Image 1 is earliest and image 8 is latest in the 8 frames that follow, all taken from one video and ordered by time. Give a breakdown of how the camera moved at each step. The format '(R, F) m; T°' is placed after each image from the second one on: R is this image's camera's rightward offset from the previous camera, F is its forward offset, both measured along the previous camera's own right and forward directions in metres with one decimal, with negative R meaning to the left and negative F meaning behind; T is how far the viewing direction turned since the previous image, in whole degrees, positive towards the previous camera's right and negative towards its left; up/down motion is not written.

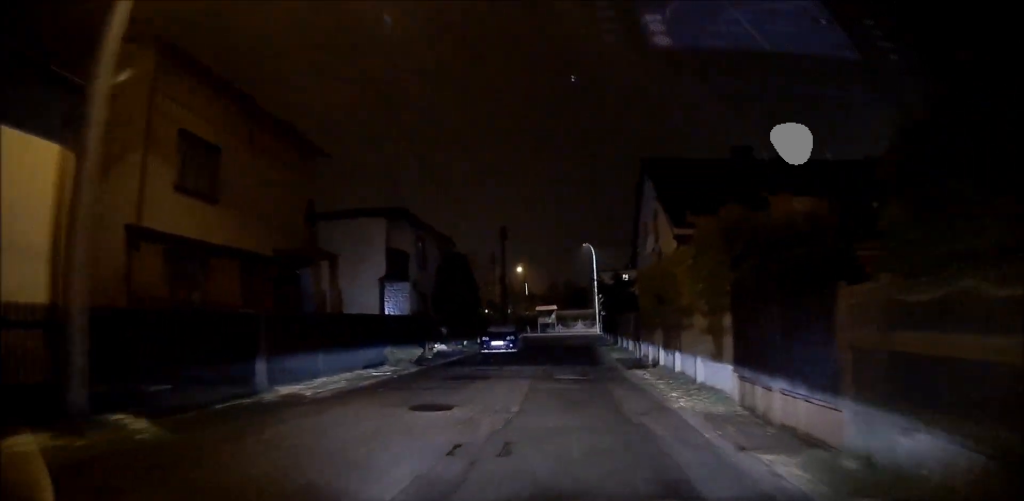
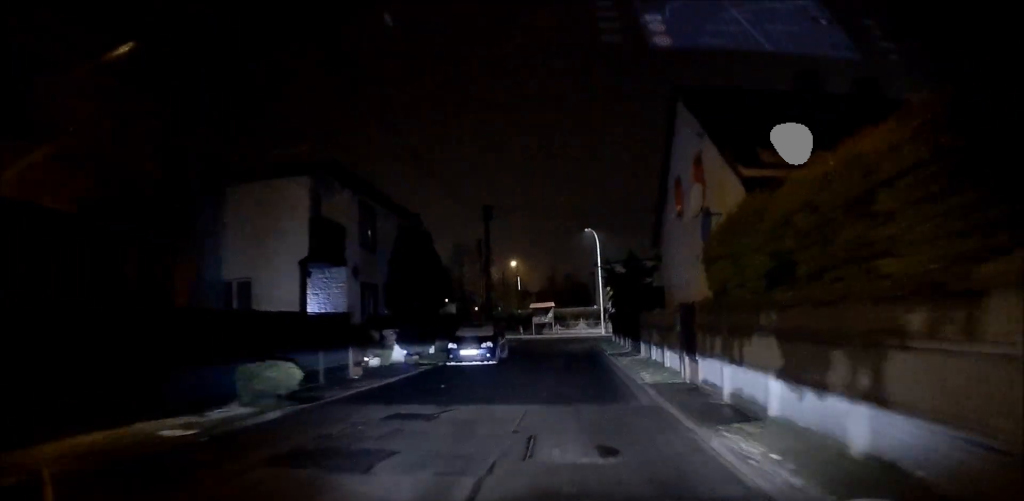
(-0.2, +8.7) m; 0°
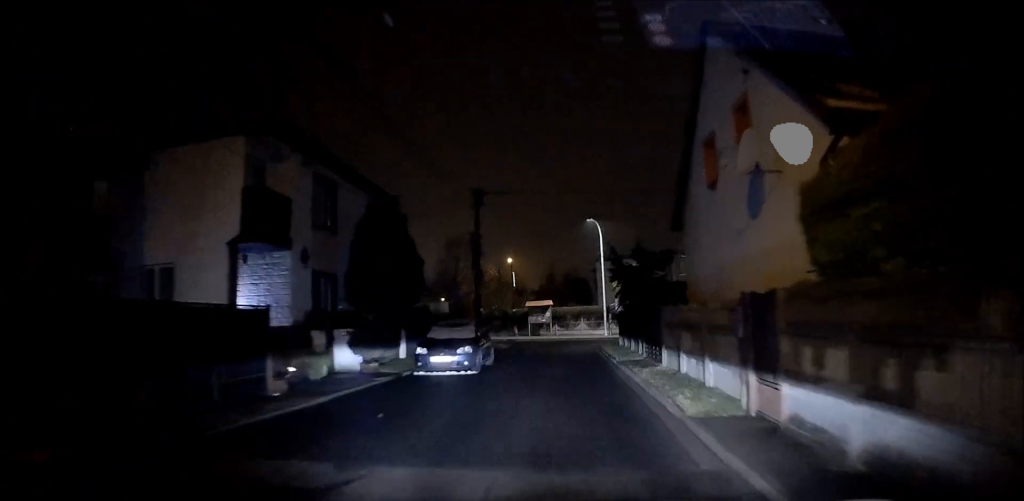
(0.0, +4.6) m; +1°
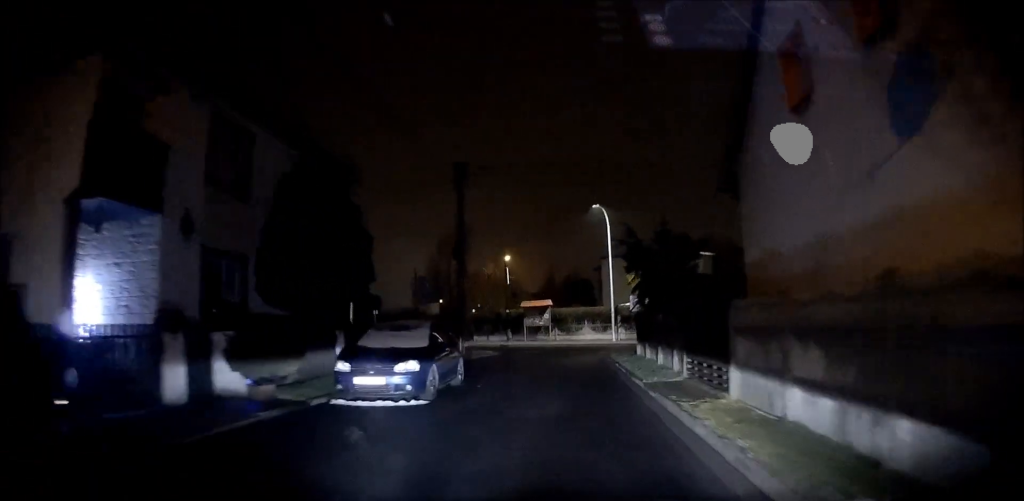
(+0.4, +6.6) m; +1°
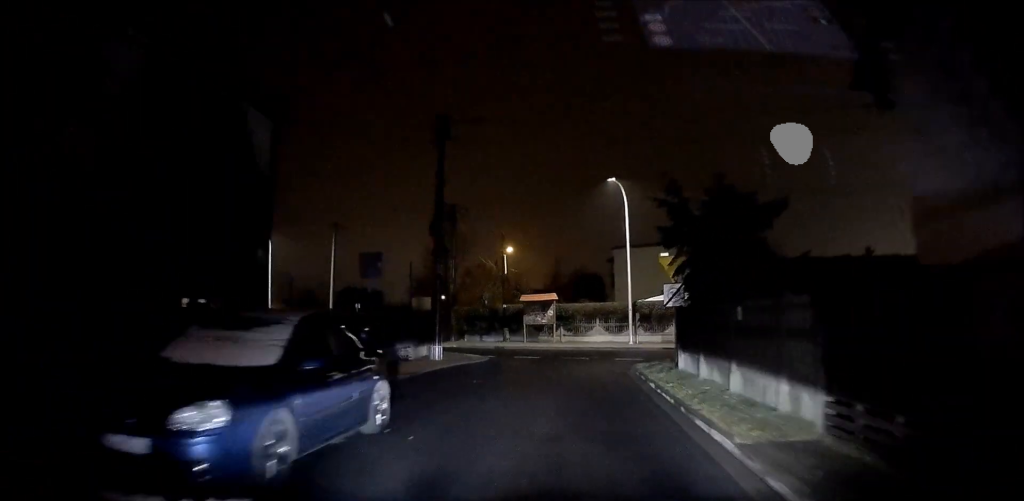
(-0.3, +7.1) m; -2°
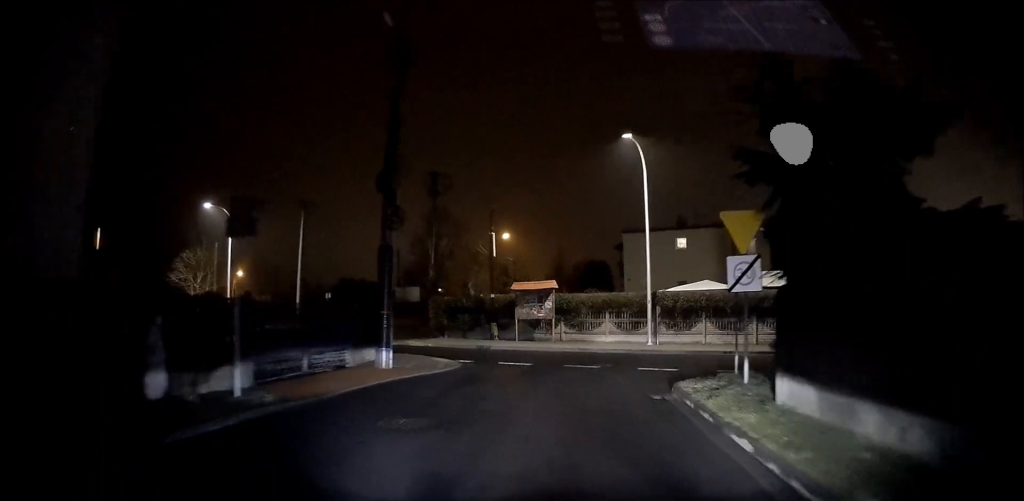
(+0.1, +6.9) m; +1°
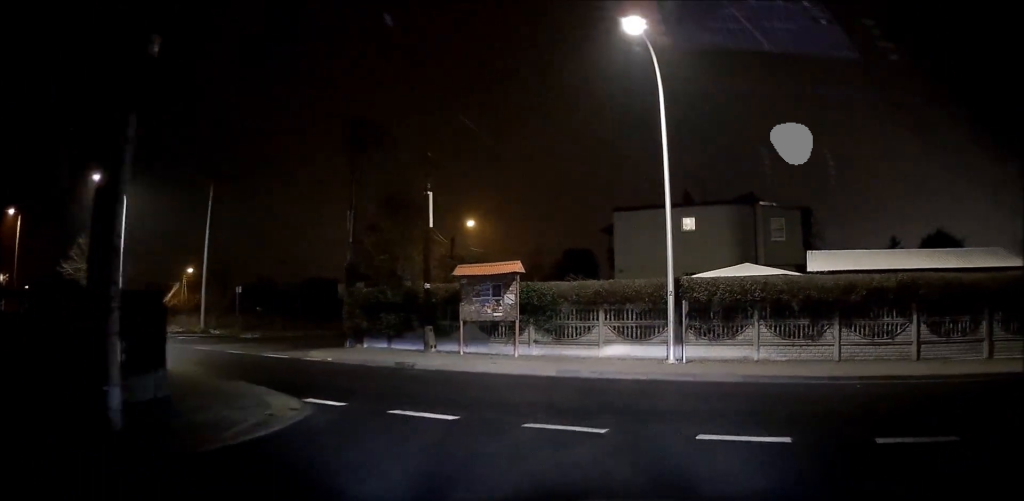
(-0.5, +11.0) m; -3°
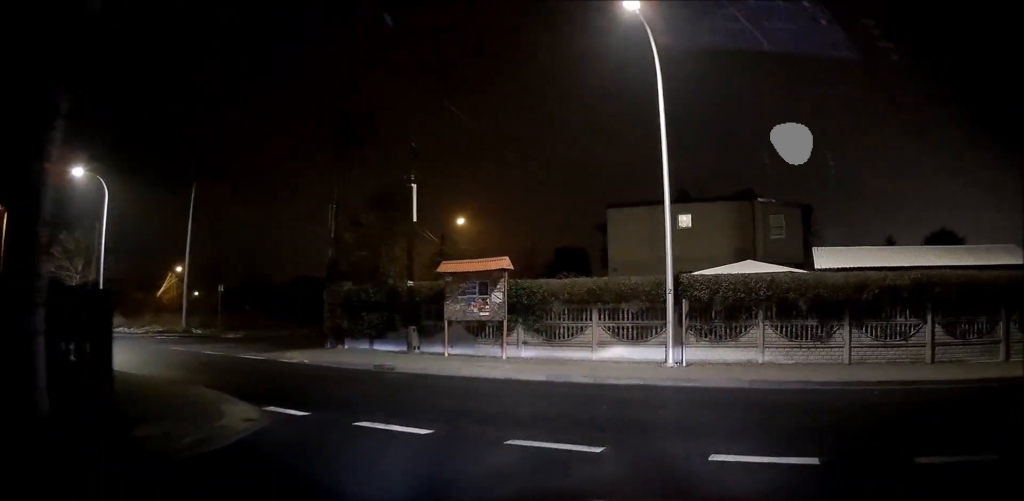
(0.0, +1.6) m; +2°
